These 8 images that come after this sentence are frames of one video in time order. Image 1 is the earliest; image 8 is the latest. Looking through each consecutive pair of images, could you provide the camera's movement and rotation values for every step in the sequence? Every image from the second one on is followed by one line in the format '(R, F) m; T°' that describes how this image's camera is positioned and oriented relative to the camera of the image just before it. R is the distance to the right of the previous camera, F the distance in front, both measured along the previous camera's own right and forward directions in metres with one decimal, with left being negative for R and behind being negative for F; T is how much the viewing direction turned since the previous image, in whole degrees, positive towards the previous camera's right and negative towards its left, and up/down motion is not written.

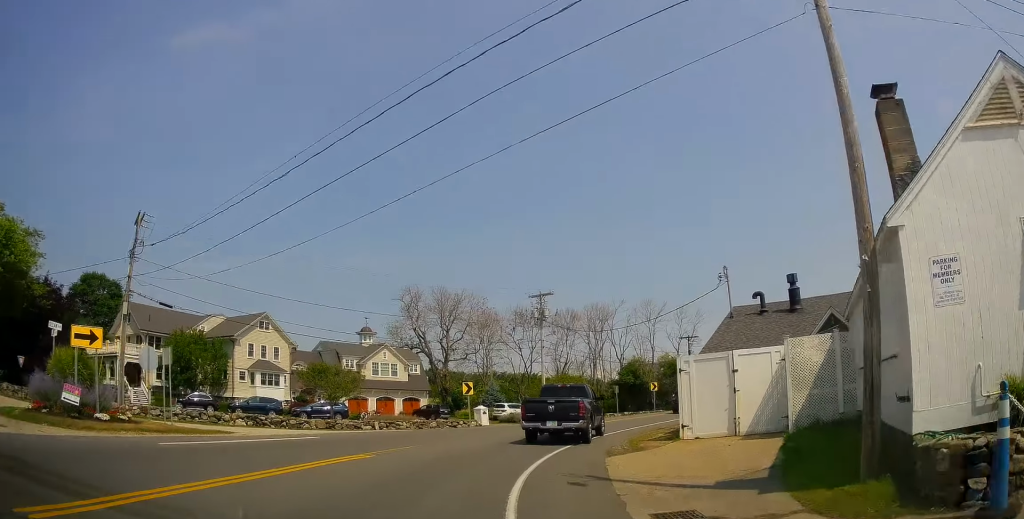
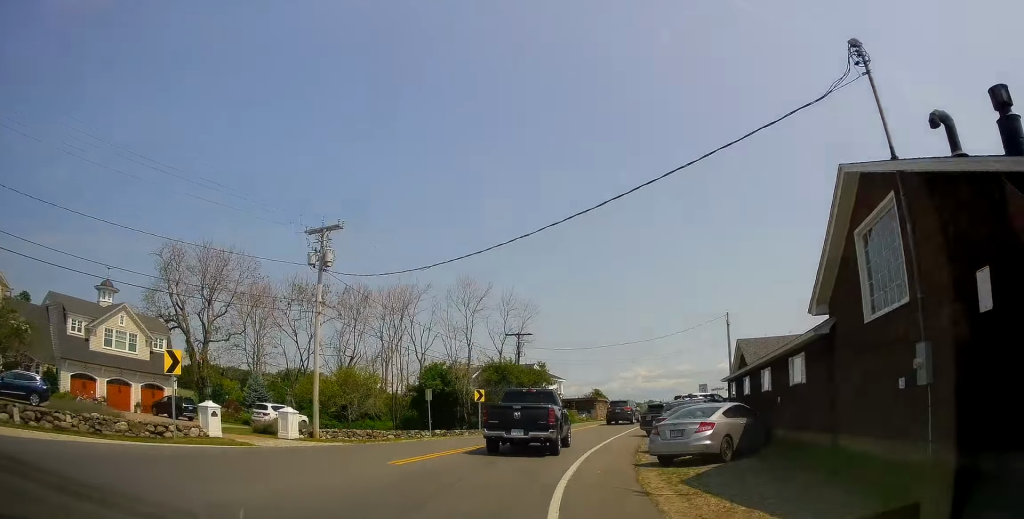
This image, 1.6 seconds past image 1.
(+3.0, +17.5) m; +23°
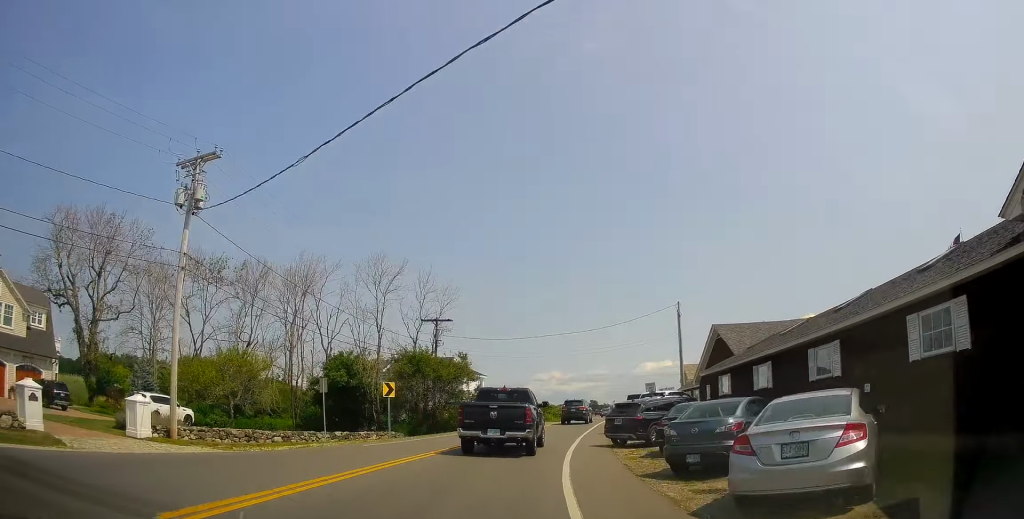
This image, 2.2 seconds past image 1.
(+0.9, +7.3) m; +8°
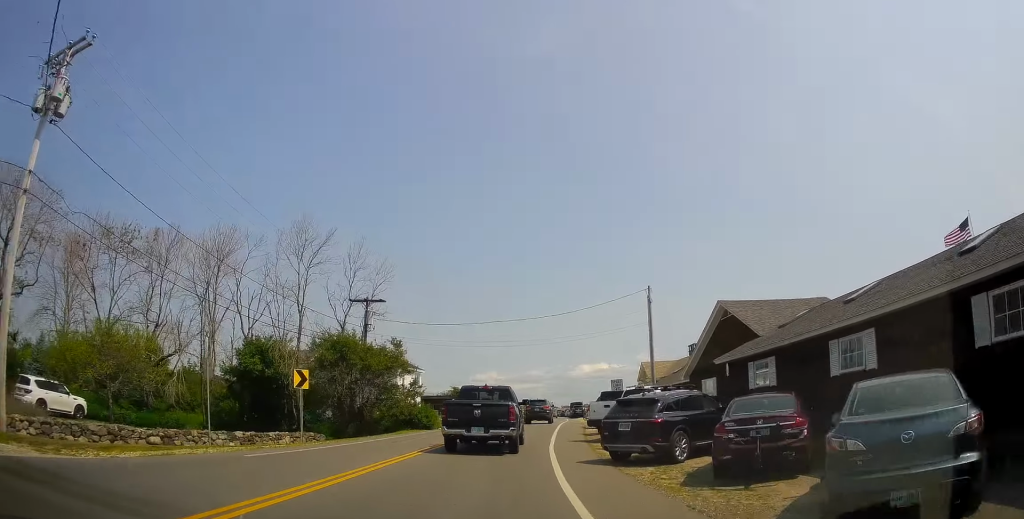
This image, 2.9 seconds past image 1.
(+0.5, +6.9) m; +6°
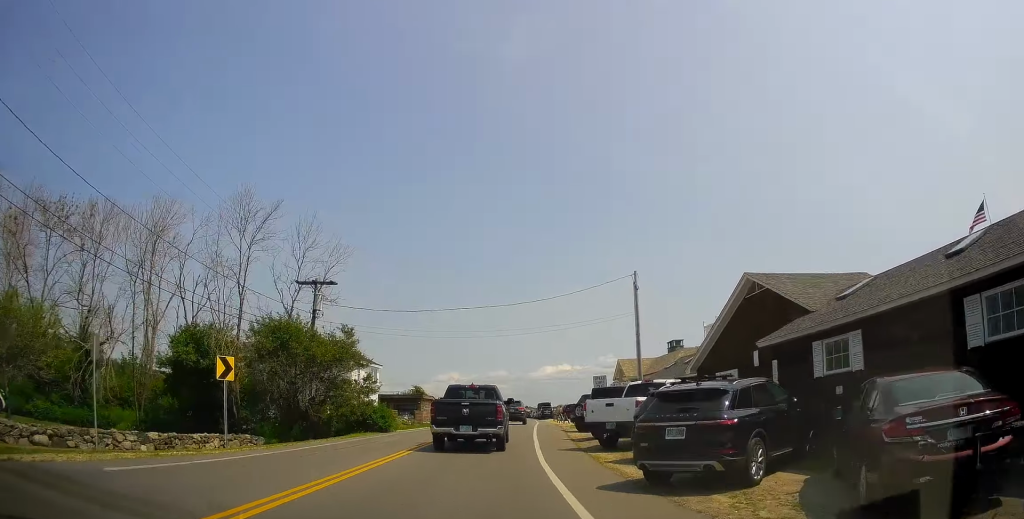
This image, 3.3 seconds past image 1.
(+0.1, +5.0) m; +4°
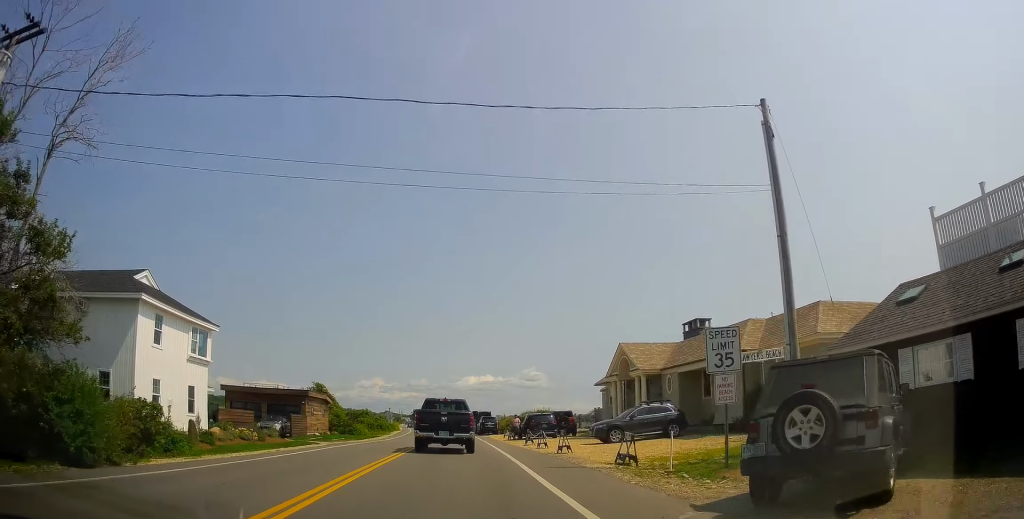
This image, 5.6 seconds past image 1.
(+2.2, +22.7) m; +8°
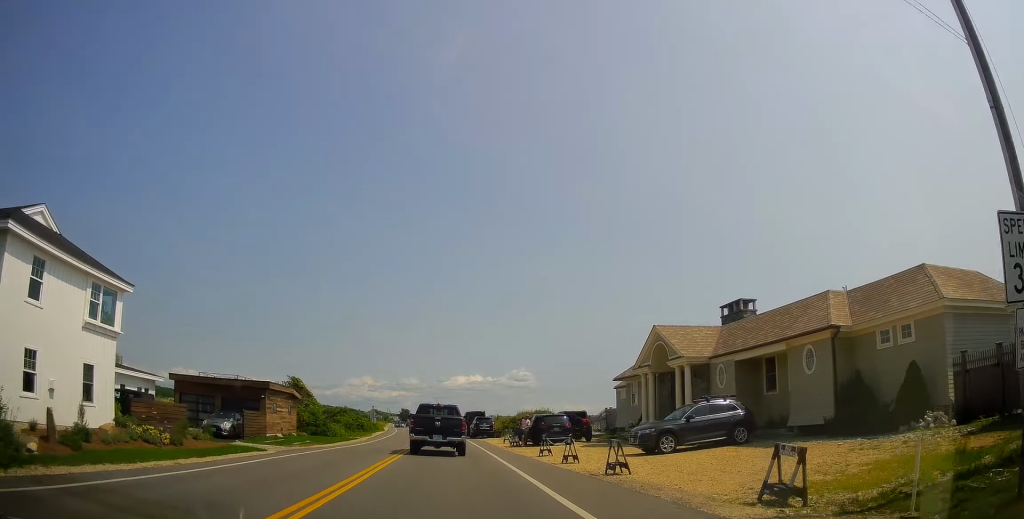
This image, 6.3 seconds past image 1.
(0.0, +7.6) m; 0°
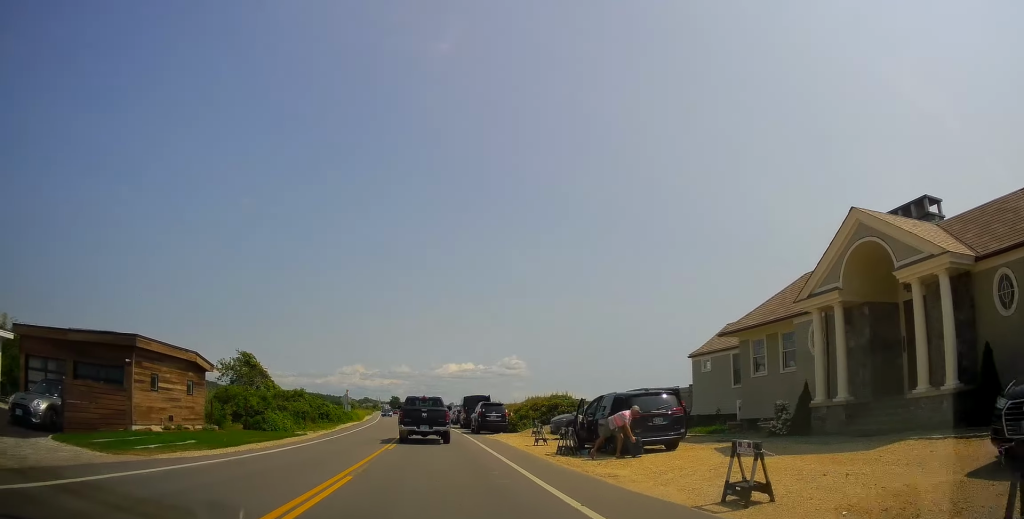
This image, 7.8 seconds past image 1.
(+0.2, +15.9) m; +2°
